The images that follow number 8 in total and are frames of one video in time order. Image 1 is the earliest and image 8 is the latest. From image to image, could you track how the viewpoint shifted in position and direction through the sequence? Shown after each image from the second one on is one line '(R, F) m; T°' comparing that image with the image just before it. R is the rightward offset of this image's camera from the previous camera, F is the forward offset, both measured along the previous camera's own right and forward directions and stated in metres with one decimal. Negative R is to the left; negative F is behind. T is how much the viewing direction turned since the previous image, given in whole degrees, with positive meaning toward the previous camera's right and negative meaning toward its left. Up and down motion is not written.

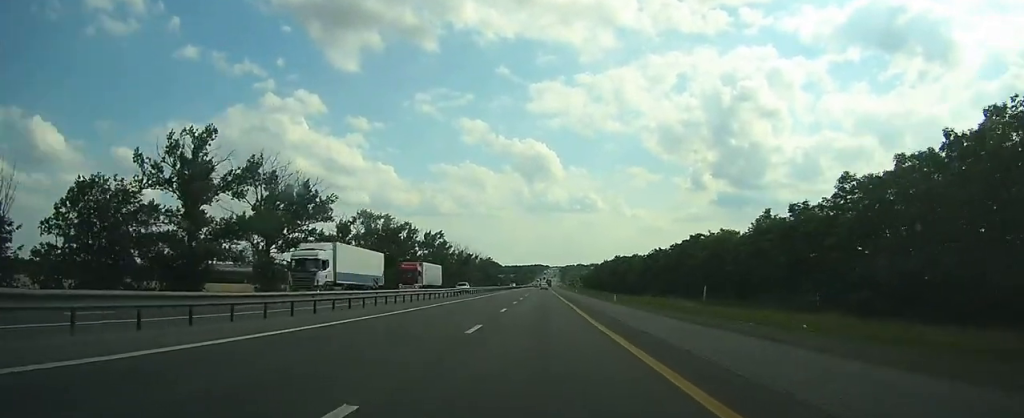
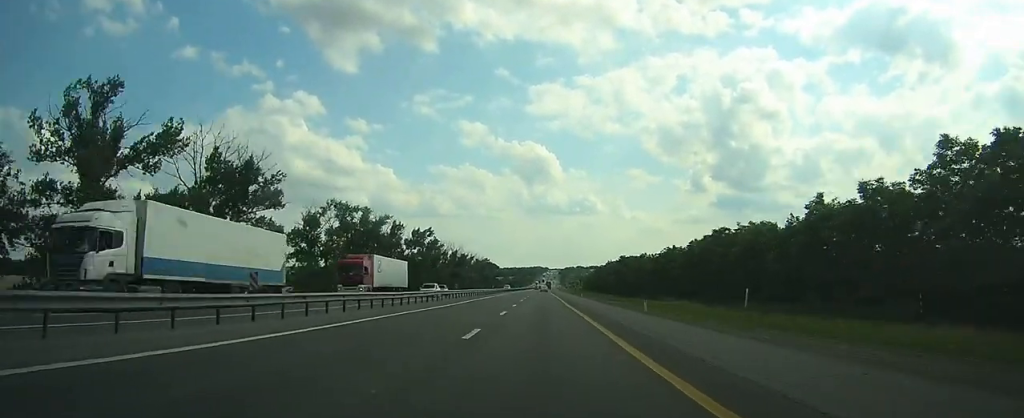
(0.0, +12.8) m; 0°
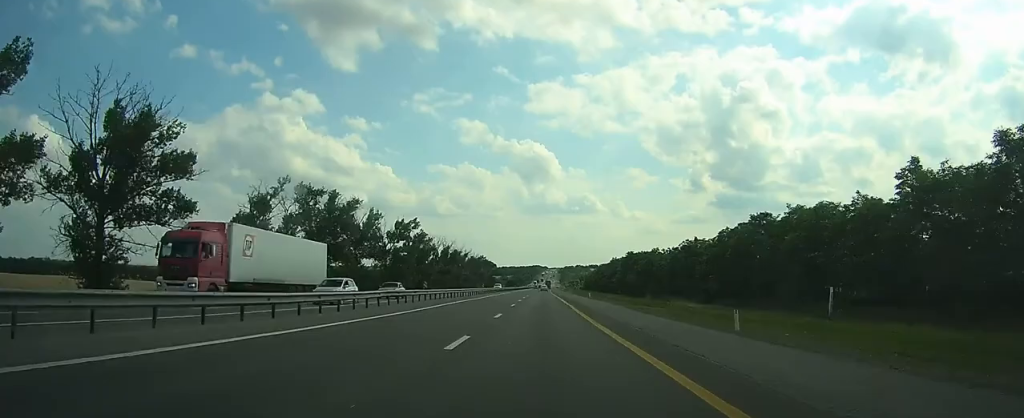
(+0.1, +14.7) m; 0°
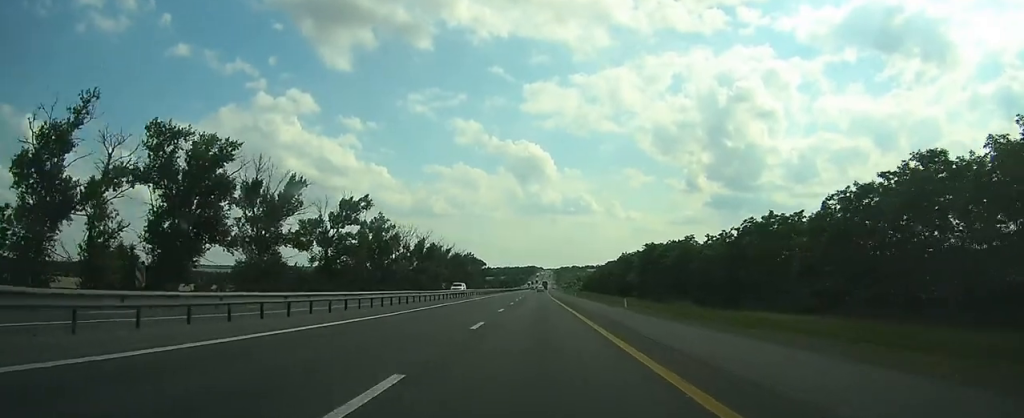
(+0.1, +30.4) m; +1°
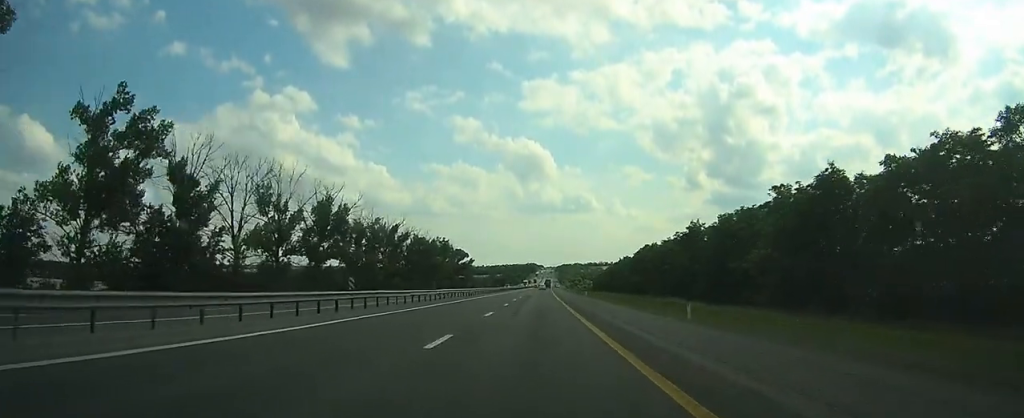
(+0.9, +65.4) m; +1°
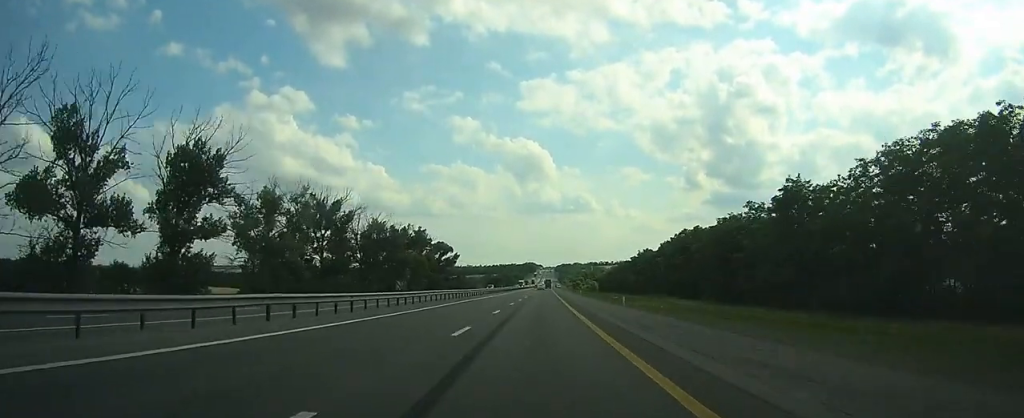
(-0.1, +32.2) m; 0°
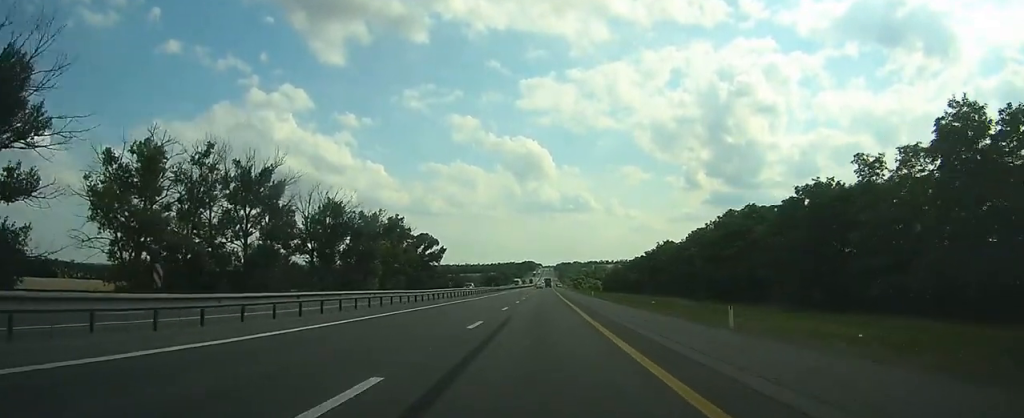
(0.0, +21.5) m; 0°
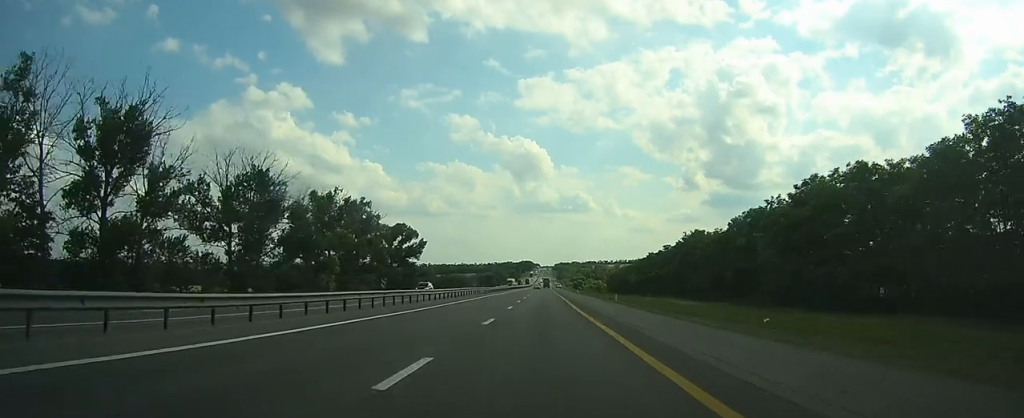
(0.0, +21.4) m; 0°
